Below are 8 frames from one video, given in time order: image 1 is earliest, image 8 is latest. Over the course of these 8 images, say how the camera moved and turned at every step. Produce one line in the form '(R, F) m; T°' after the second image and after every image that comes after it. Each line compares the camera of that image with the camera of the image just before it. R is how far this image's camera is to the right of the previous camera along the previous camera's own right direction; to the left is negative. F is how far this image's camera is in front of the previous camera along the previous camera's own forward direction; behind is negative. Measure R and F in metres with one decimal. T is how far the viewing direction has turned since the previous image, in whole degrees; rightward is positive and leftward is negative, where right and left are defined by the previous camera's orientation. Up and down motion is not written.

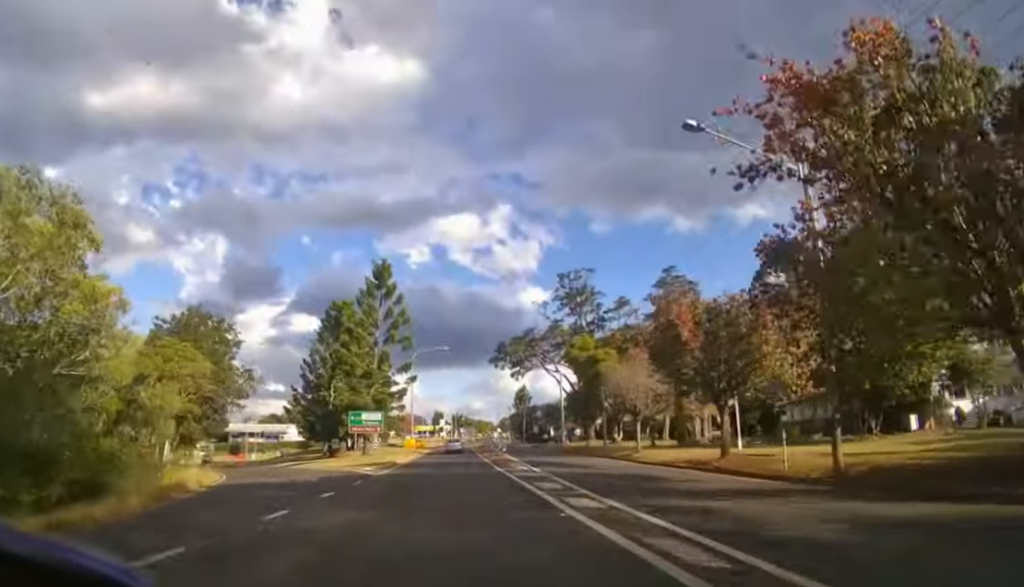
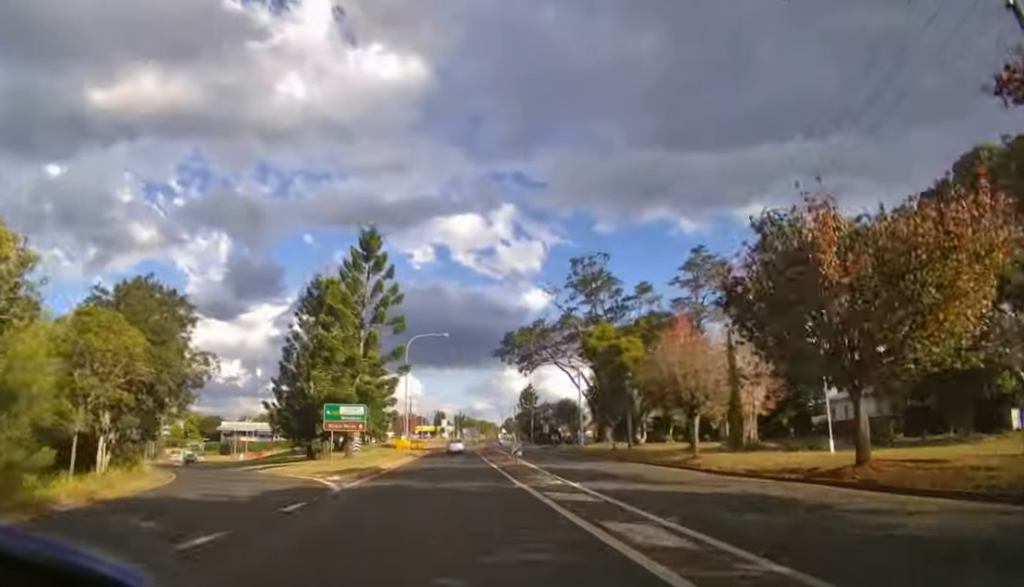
(0.0, +6.1) m; -1°
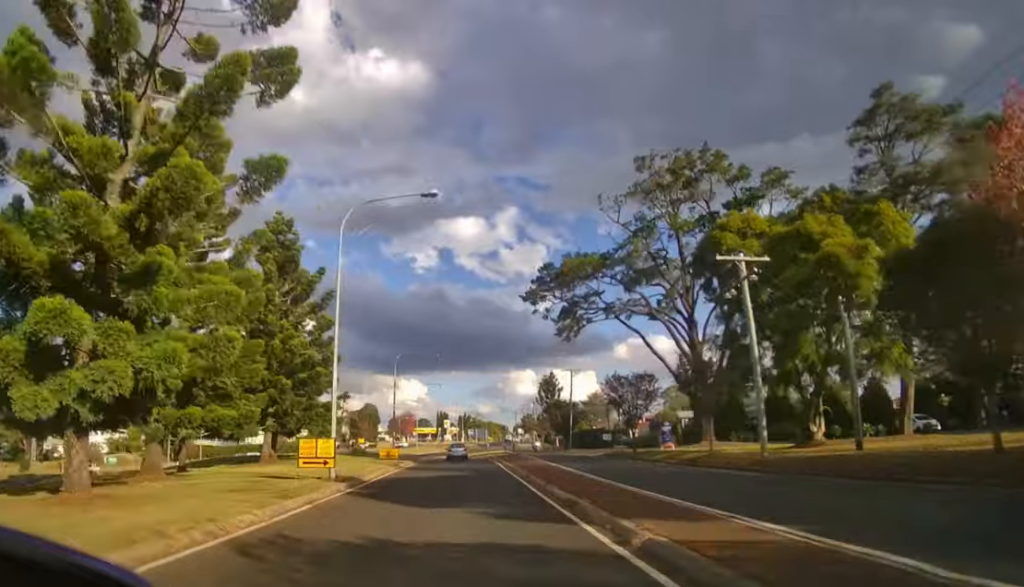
(-0.4, +24.1) m; -1°
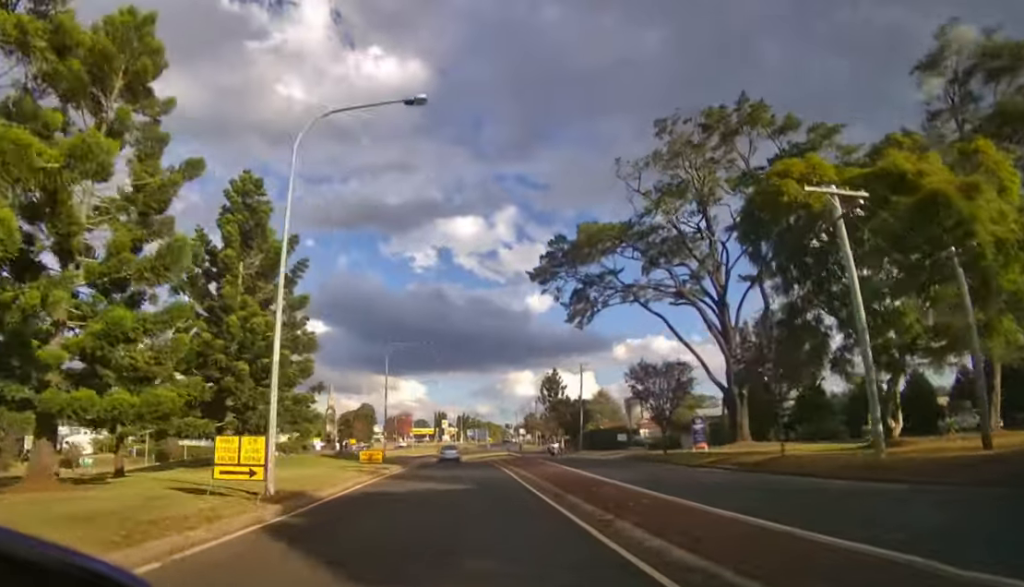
(0.0, +5.7) m; 0°
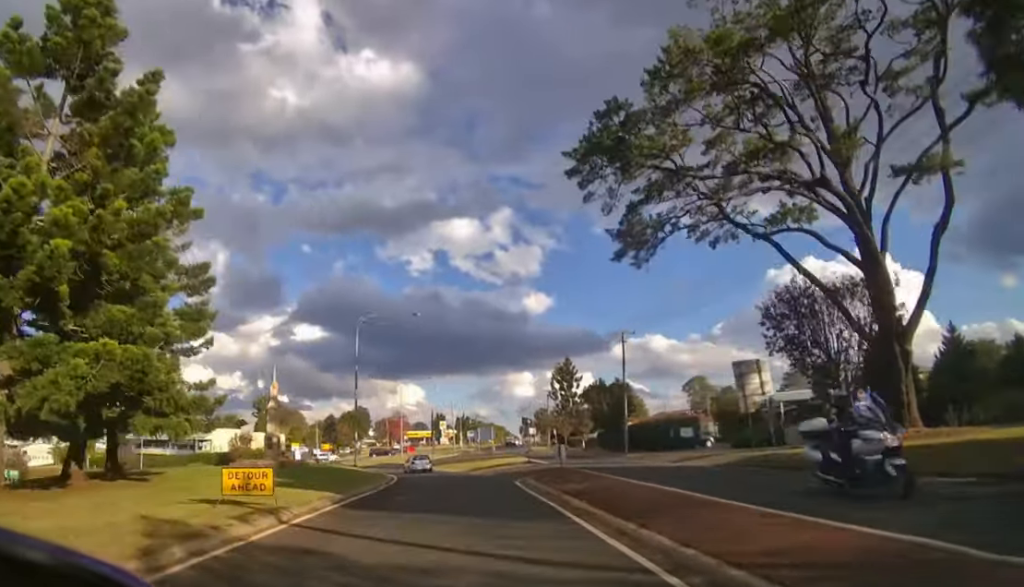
(0.0, +14.1) m; -1°
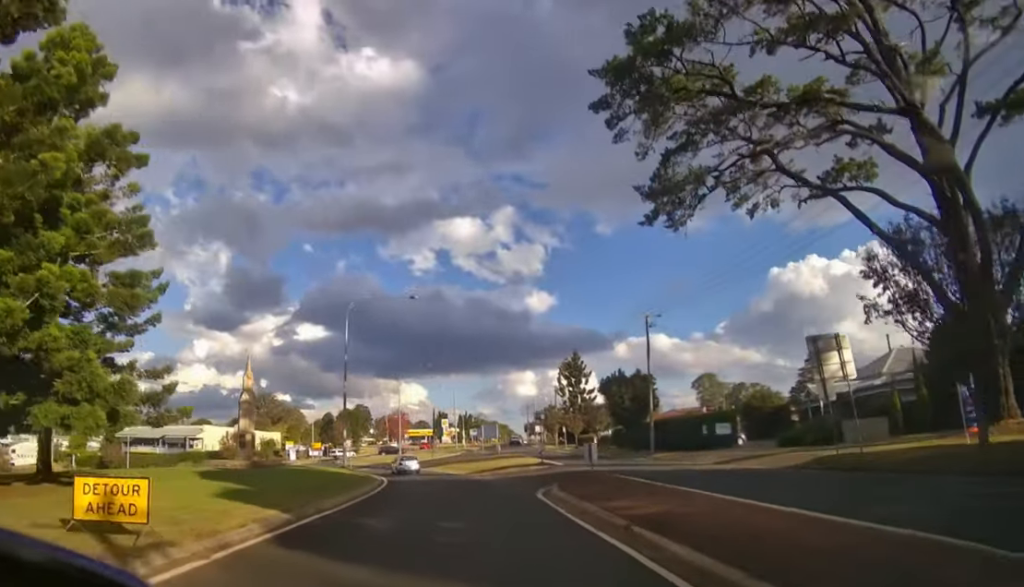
(0.0, +4.7) m; 0°
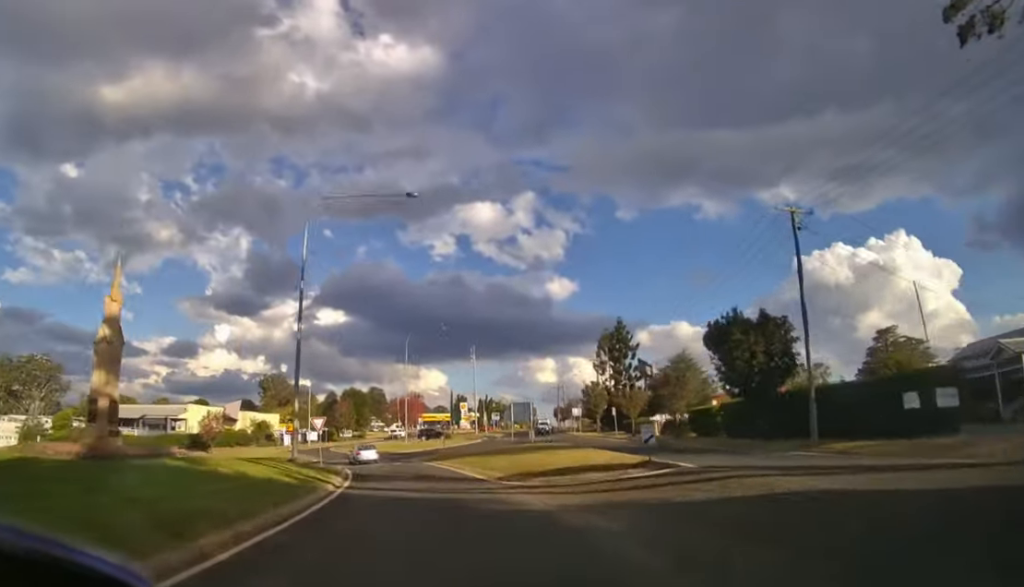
(-0.2, +14.9) m; -2°
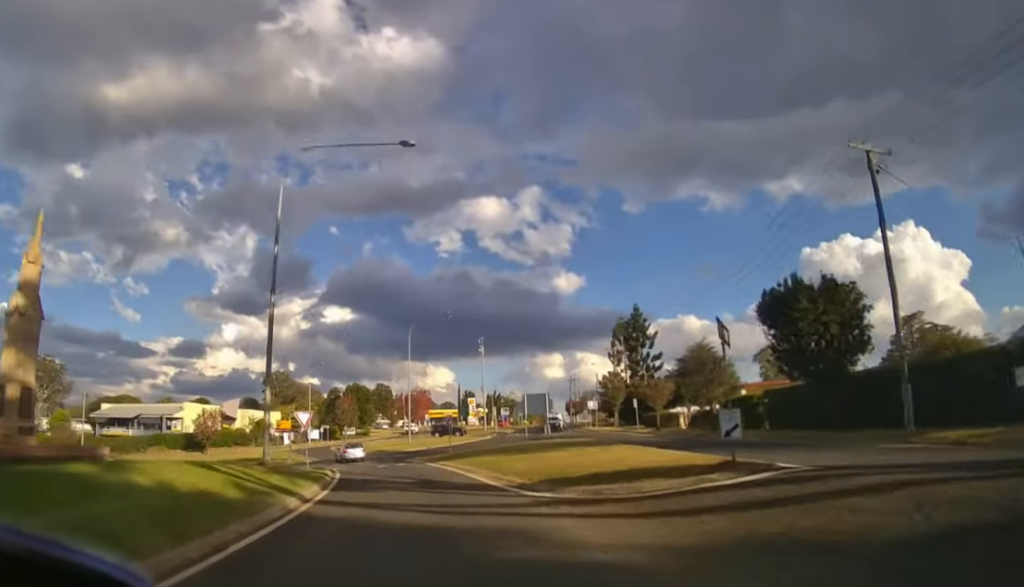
(0.0, +4.3) m; -1°
